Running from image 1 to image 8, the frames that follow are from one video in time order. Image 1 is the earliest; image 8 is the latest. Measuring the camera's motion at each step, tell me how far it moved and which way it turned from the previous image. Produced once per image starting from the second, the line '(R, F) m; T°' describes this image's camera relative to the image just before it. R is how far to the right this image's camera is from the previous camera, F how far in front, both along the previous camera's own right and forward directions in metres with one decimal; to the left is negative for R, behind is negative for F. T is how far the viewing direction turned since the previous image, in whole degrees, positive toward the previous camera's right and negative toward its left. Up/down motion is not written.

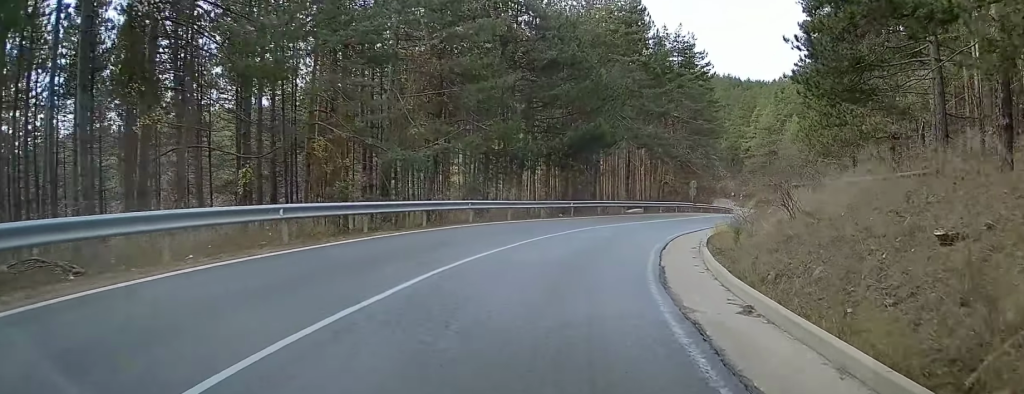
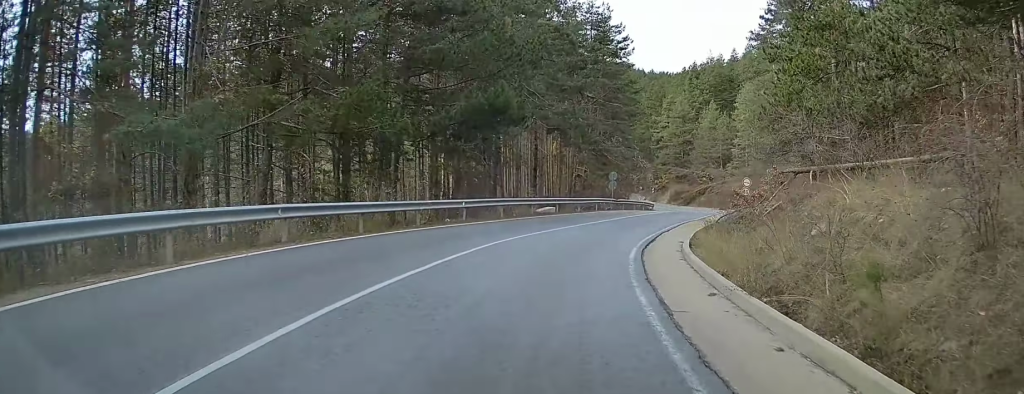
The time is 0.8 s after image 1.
(+0.8, +10.0) m; +6°
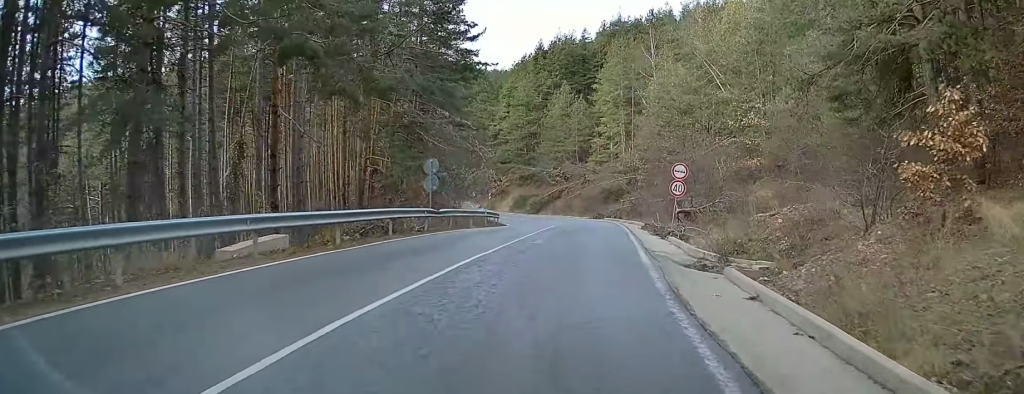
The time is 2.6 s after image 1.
(+2.1, +22.1) m; +13°
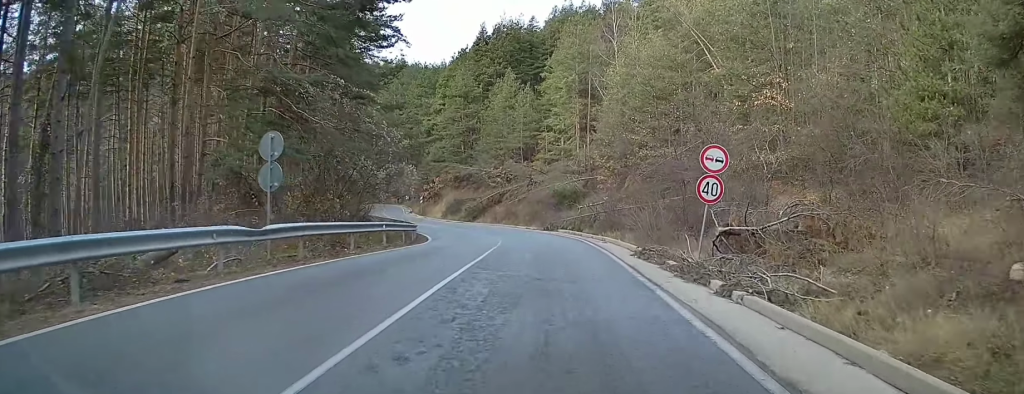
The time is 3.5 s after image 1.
(+1.0, +11.6) m; +7°
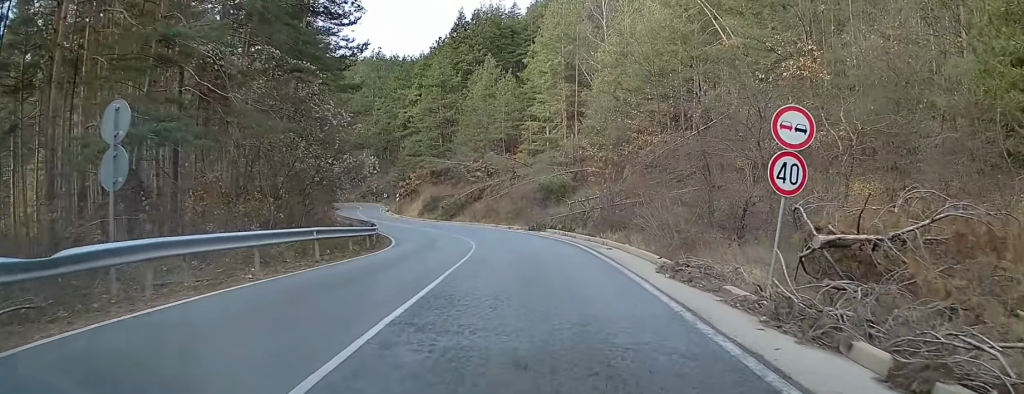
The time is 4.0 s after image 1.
(+0.2, +5.6) m; +1°
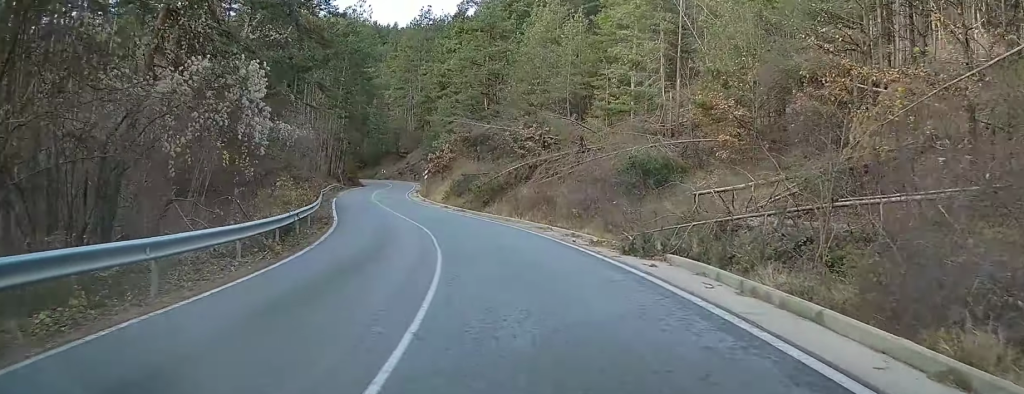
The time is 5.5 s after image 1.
(-0.1, +20.0) m; -4°
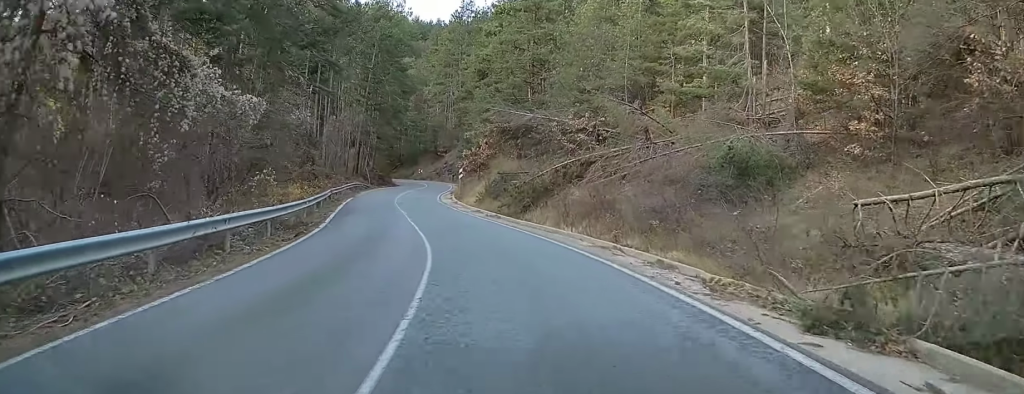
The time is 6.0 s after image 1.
(-0.3, +7.6) m; -3°
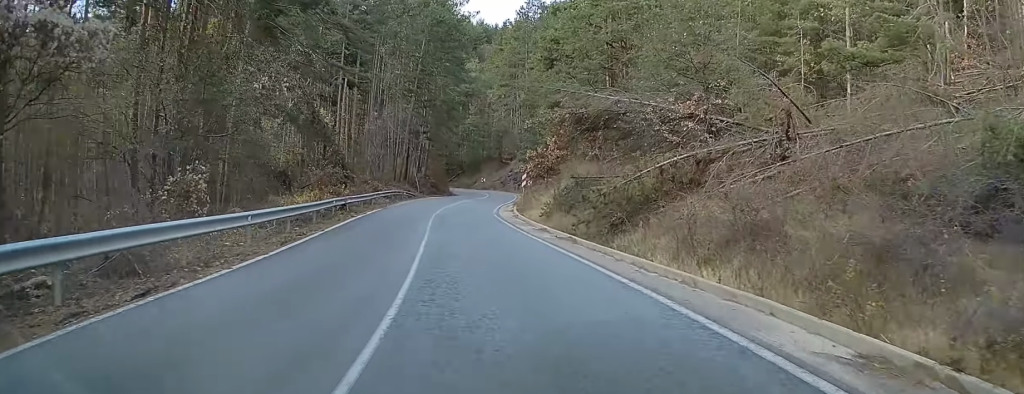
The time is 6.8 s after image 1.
(-0.4, +11.0) m; -3°
